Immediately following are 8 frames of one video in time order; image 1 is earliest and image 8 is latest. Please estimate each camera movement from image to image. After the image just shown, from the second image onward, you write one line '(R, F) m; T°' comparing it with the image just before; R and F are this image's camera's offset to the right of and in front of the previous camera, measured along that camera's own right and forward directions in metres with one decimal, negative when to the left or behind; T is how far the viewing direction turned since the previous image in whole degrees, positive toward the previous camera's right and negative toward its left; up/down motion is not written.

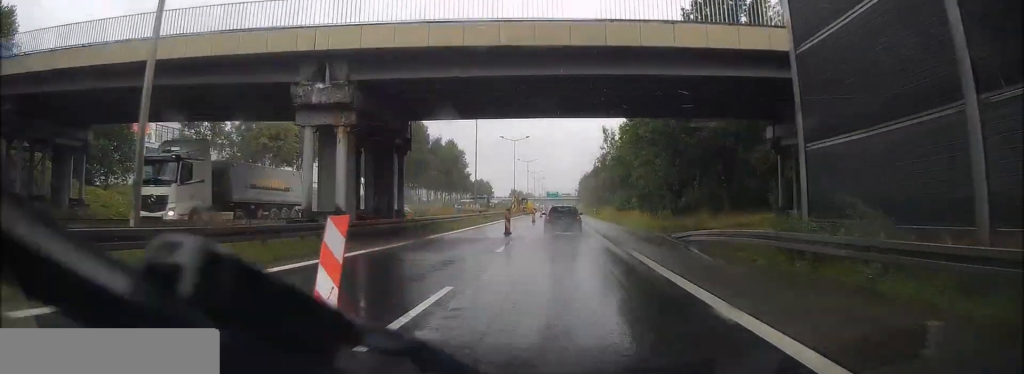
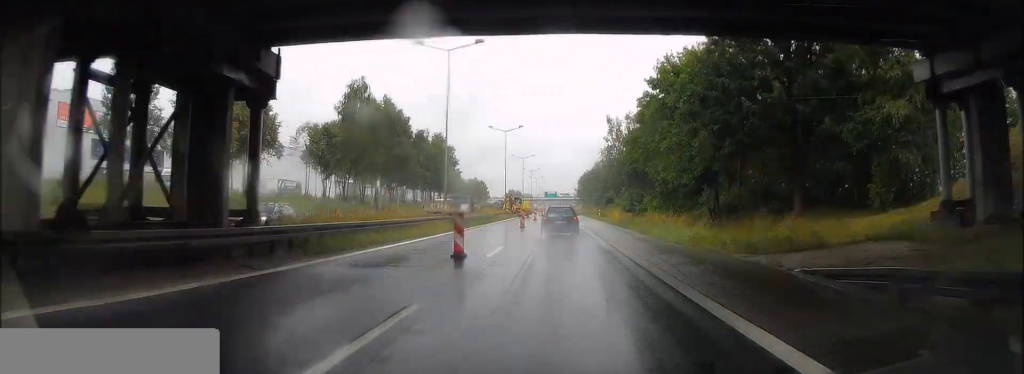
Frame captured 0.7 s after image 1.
(0.0, +13.2) m; 0°
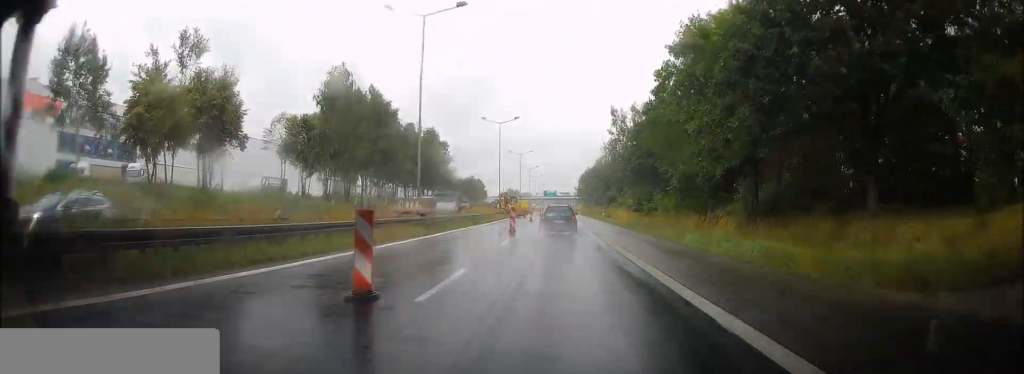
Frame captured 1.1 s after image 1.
(+0.1, +7.6) m; 0°
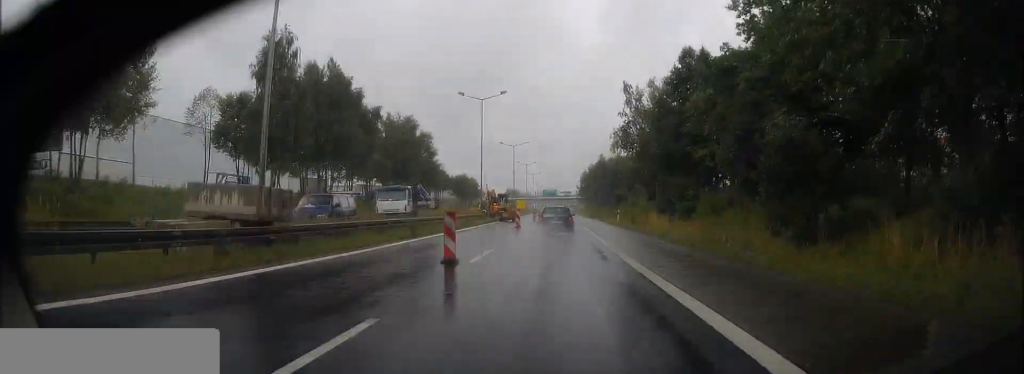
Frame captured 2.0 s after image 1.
(0.0, +17.7) m; 0°
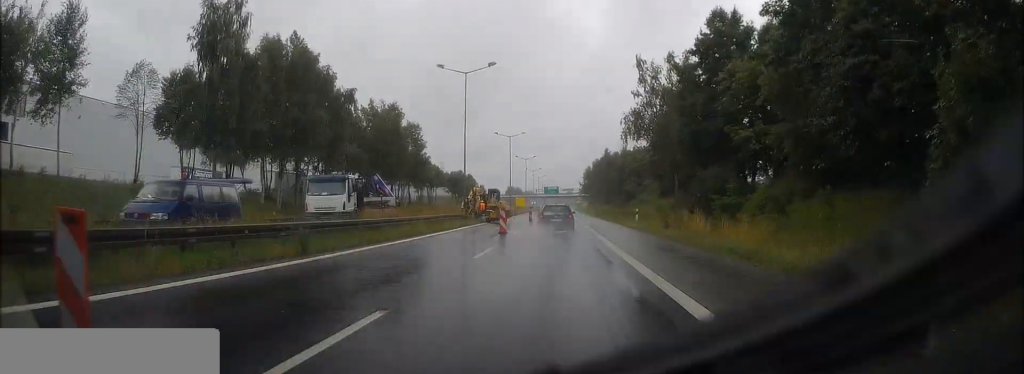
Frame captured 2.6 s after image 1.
(0.0, +11.3) m; 0°
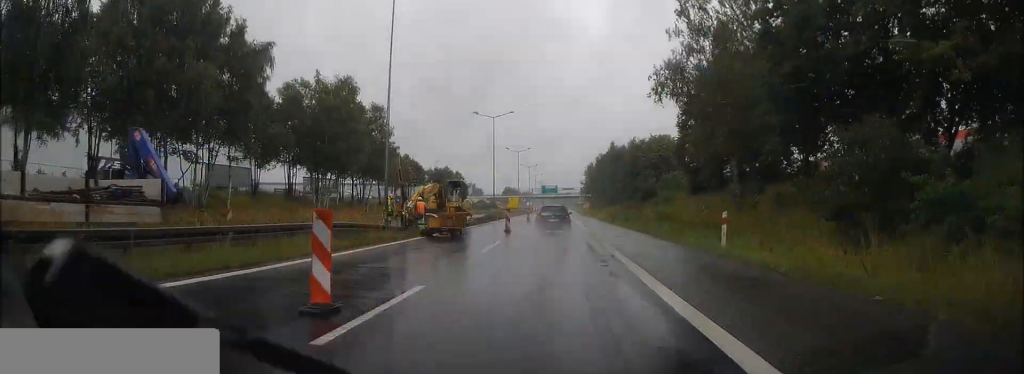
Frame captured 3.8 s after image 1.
(-0.2, +21.4) m; -1°
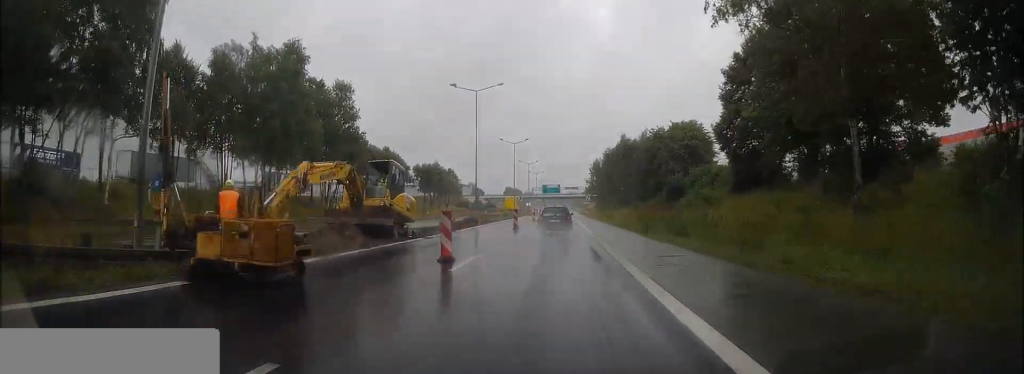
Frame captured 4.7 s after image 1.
(-0.1, +17.0) m; 0°
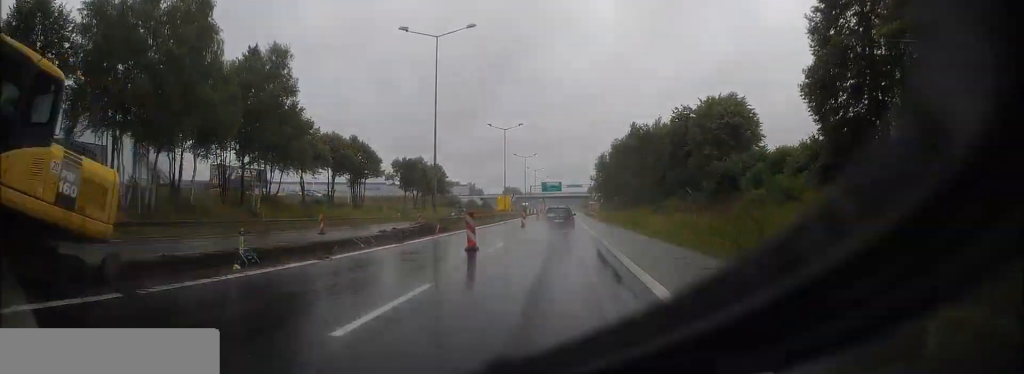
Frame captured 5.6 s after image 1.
(0.0, +18.3) m; 0°
